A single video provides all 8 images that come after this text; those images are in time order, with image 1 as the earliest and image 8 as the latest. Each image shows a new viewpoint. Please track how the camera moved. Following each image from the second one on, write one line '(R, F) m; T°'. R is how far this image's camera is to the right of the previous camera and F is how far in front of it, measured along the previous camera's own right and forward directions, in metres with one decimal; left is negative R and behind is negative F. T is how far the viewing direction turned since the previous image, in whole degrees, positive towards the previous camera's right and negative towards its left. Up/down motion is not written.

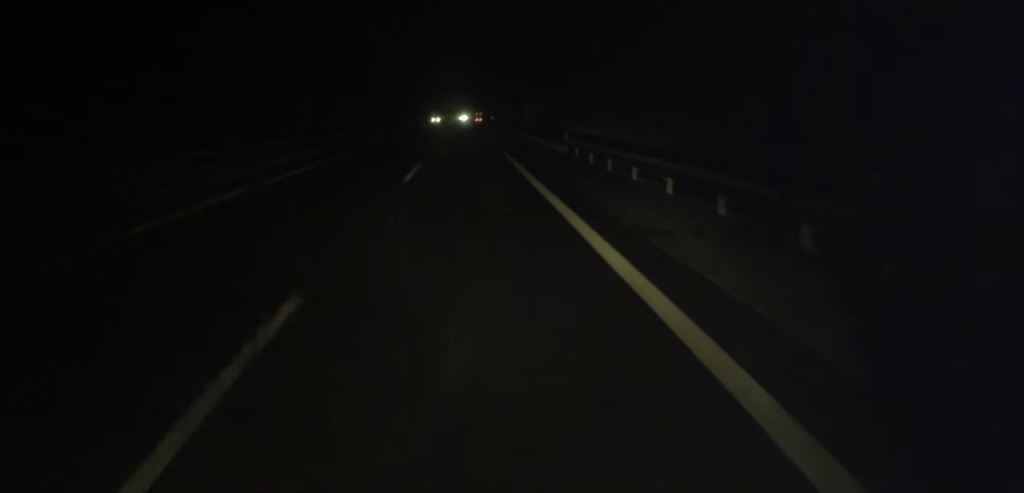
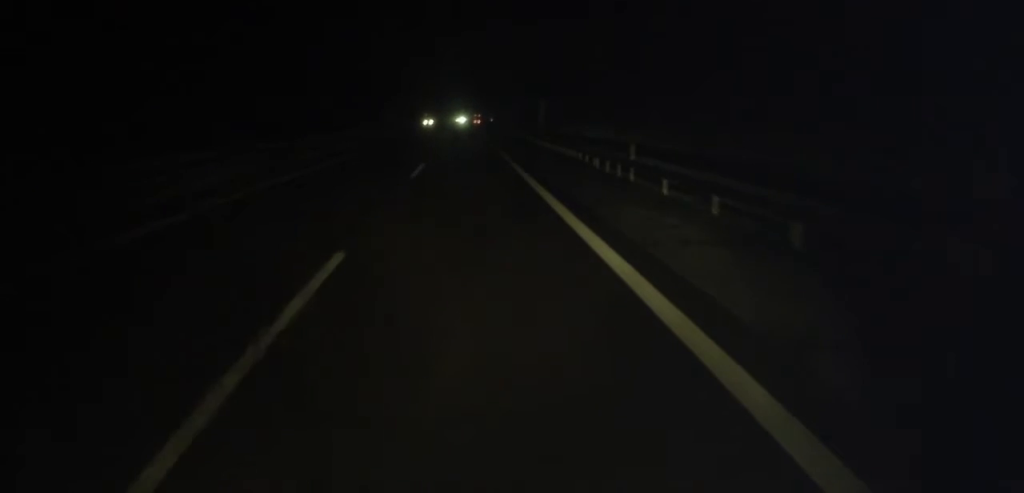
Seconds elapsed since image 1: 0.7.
(+0.3, +15.6) m; +1°
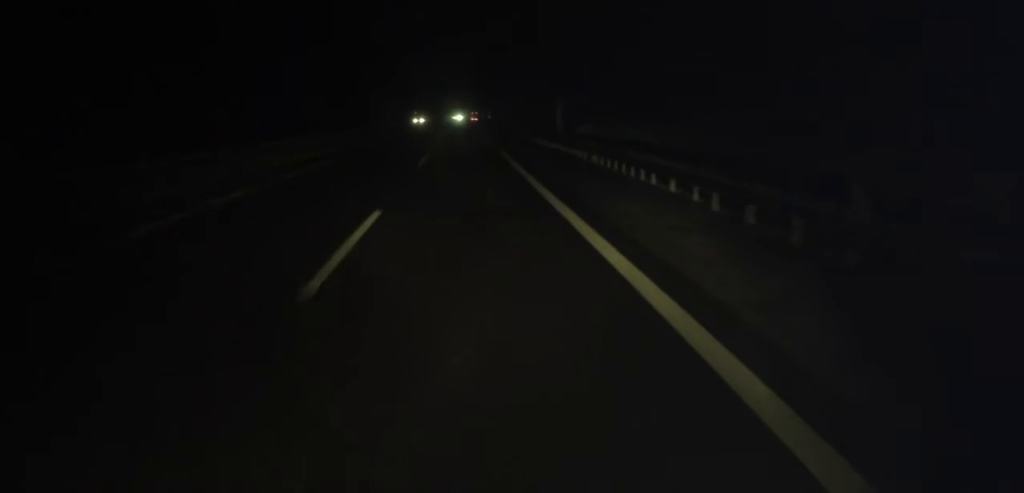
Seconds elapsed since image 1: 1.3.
(+0.1, +14.0) m; 0°
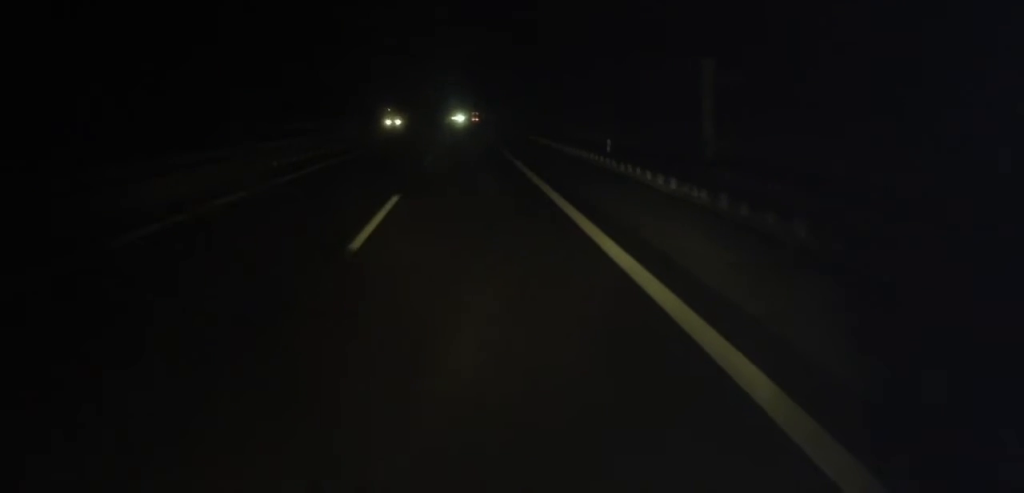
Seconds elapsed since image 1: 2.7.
(0.0, +33.5) m; 0°
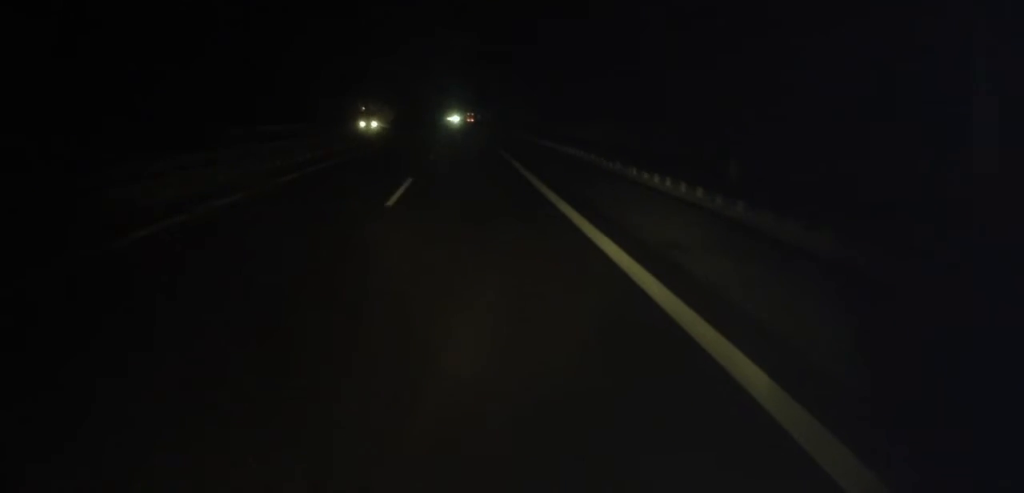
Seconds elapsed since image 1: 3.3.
(0.0, +13.2) m; 0°
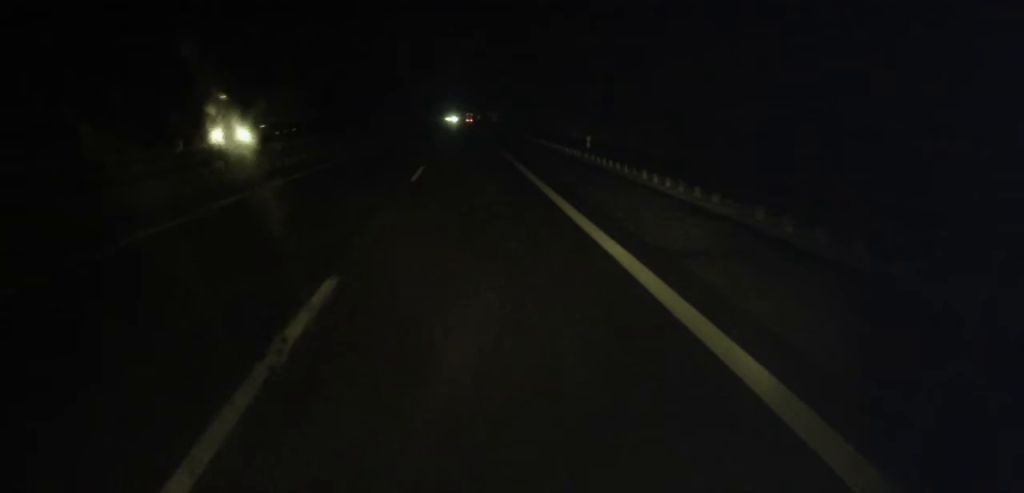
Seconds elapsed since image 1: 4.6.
(0.0, +30.3) m; 0°
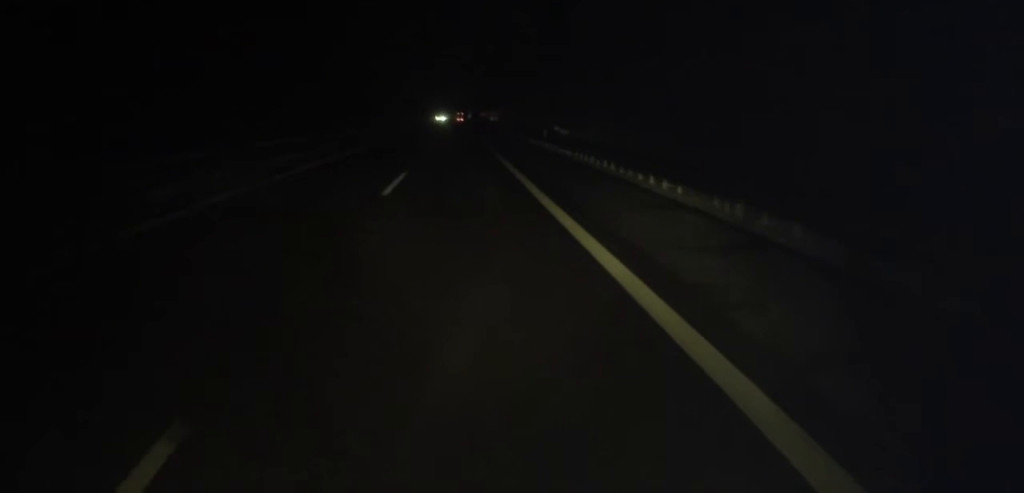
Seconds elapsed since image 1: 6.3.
(0.0, +39.7) m; +1°
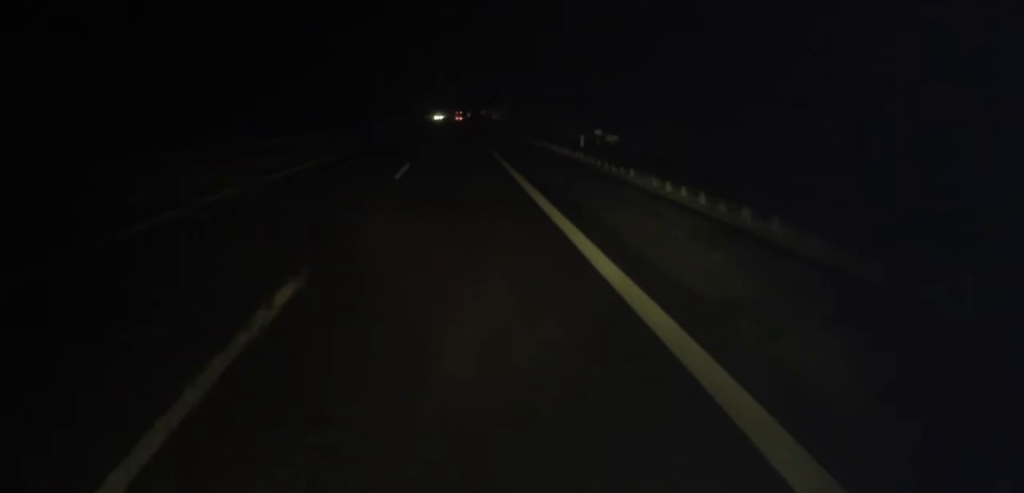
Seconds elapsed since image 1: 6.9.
(-0.1, +14.0) m; +1°
